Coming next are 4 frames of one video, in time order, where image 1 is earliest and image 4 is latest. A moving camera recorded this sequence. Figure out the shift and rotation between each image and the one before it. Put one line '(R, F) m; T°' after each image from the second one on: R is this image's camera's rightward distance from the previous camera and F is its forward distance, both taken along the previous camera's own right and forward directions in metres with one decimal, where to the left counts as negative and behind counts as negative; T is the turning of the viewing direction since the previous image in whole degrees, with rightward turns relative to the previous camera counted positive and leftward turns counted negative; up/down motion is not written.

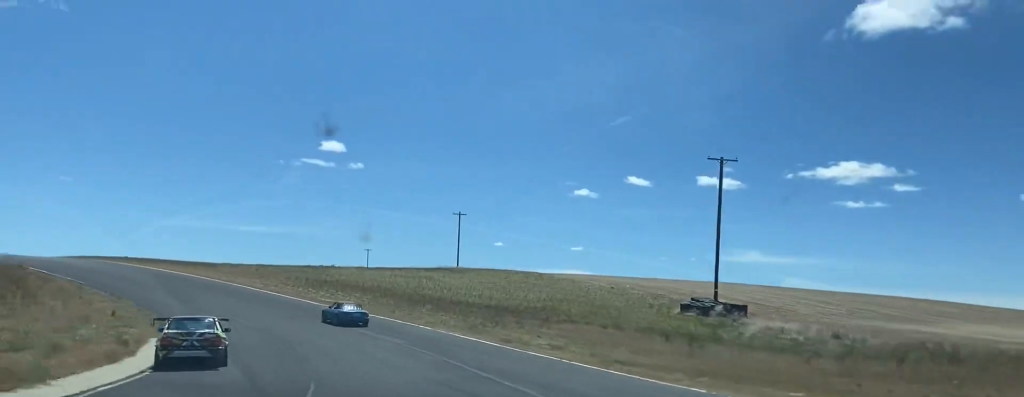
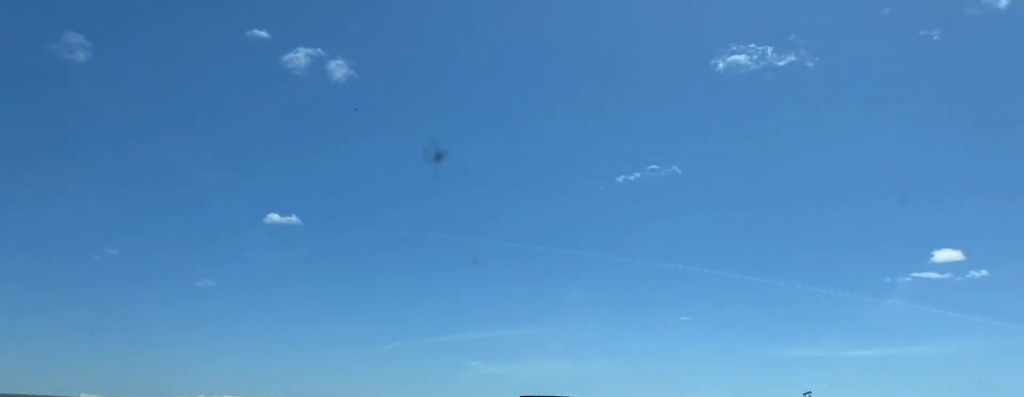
(-44.9, +90.4) m; -35°
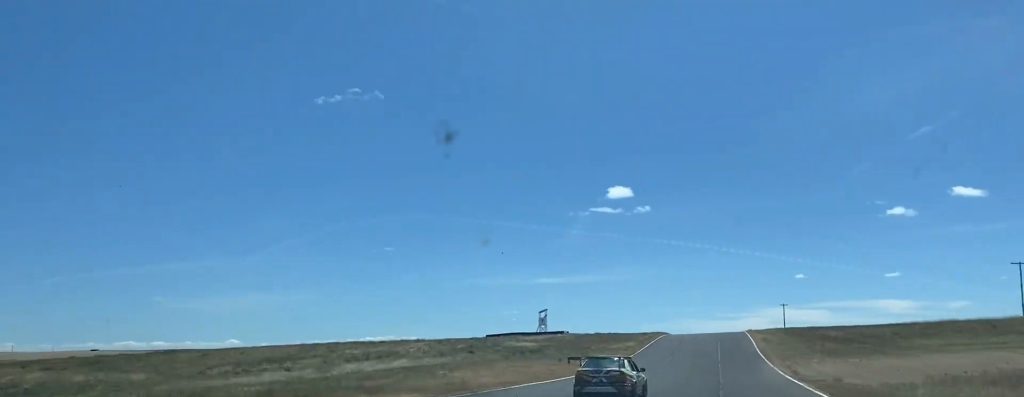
(+5.0, +41.2) m; +18°
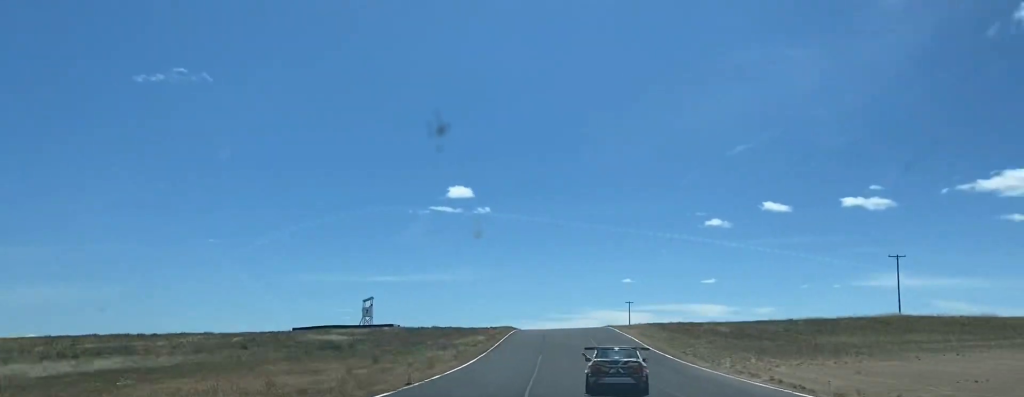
(+2.3, +24.8) m; +8°
